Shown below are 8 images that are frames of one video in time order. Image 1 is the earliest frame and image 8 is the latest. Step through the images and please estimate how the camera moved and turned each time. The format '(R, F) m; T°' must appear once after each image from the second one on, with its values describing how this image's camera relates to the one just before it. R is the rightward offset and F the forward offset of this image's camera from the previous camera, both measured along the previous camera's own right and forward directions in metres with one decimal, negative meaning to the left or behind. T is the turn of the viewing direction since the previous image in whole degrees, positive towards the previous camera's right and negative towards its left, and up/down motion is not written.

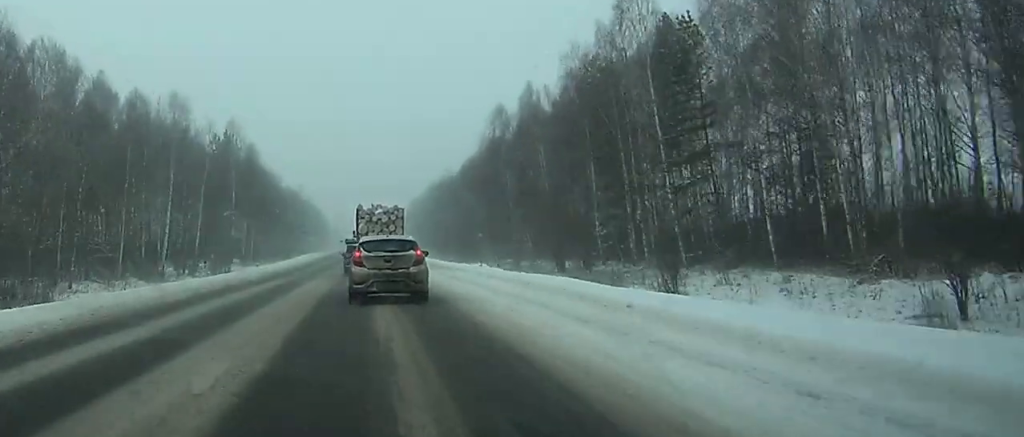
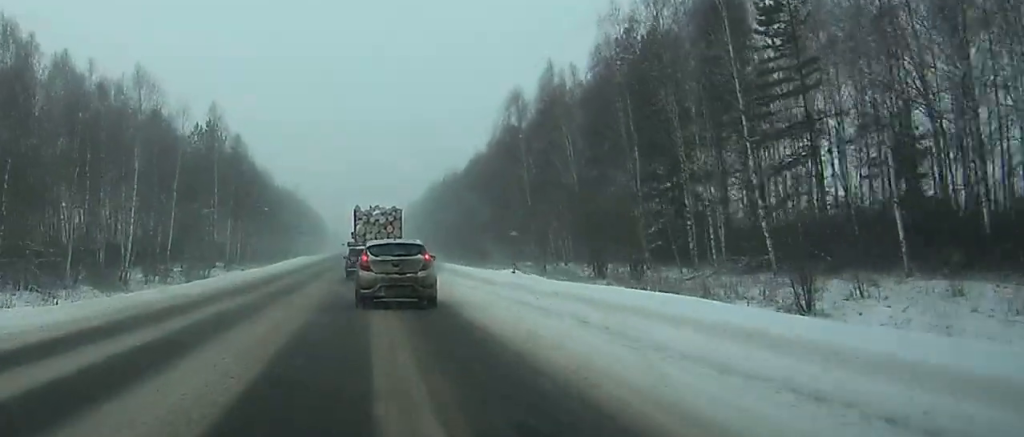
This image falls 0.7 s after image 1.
(-0.1, +13.8) m; 0°
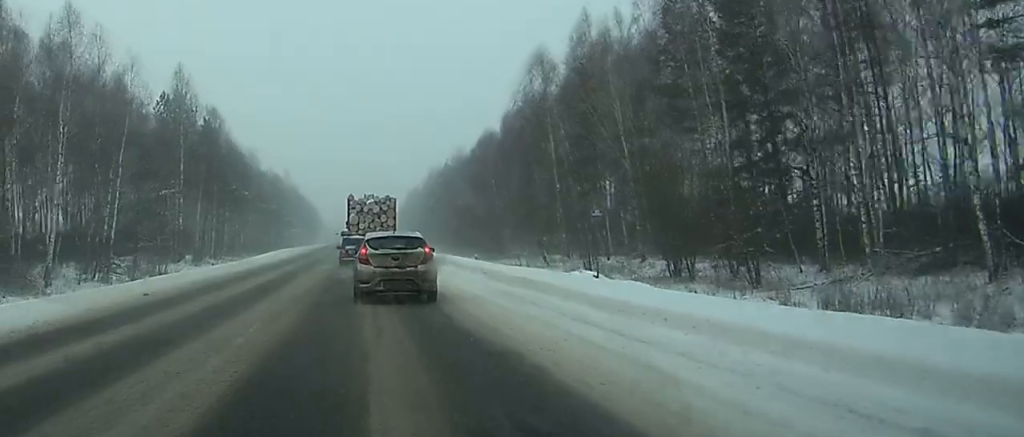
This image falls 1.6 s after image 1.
(+0.3, +20.9) m; +1°
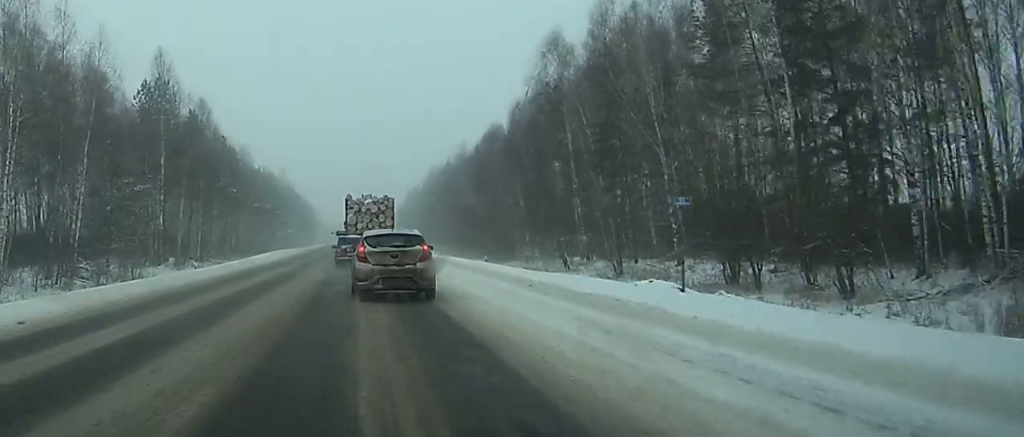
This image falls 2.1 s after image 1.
(0.0, +9.7) m; 0°
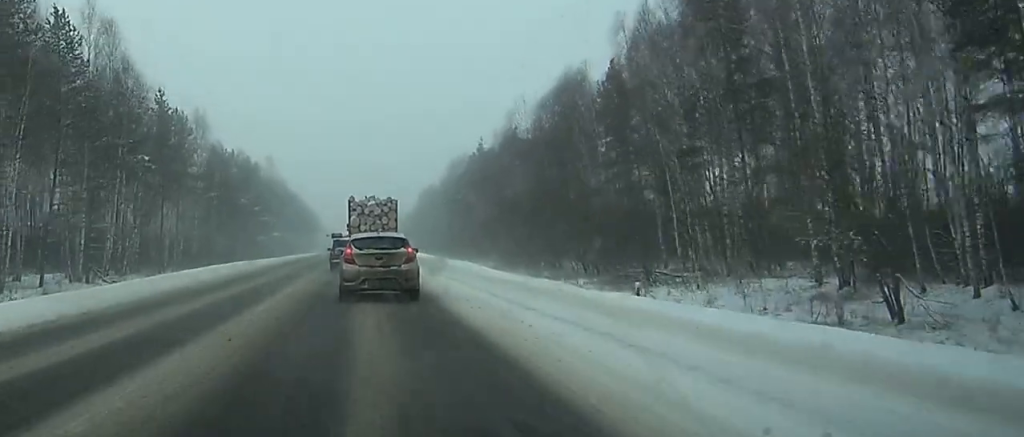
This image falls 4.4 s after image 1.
(+0.2, +49.3) m; 0°
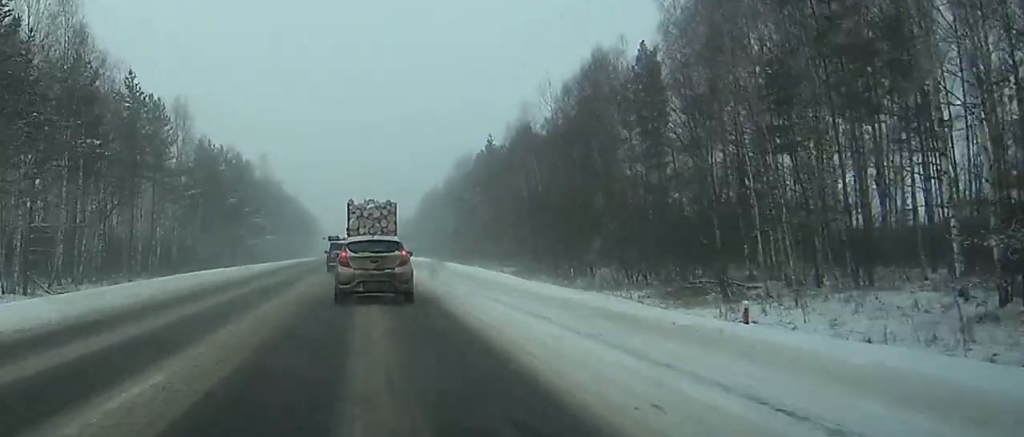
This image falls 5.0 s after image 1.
(0.0, +11.7) m; 0°
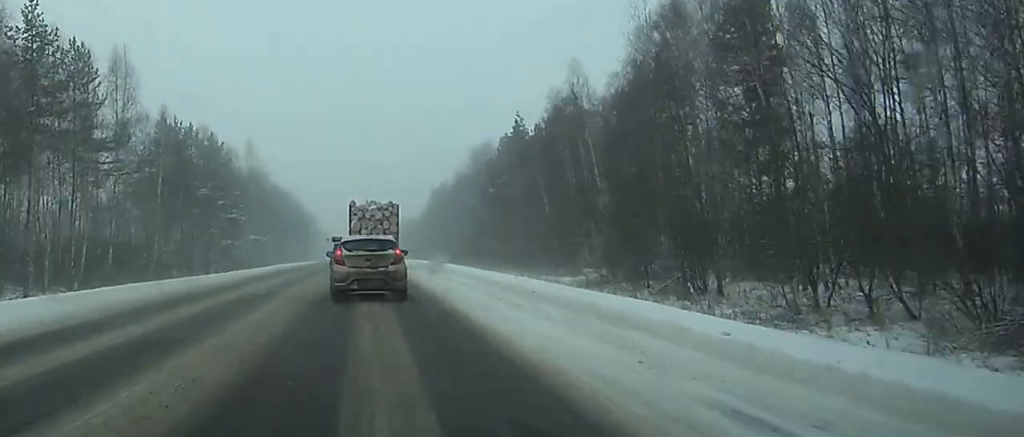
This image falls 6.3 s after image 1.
(0.0, +25.2) m; 0°
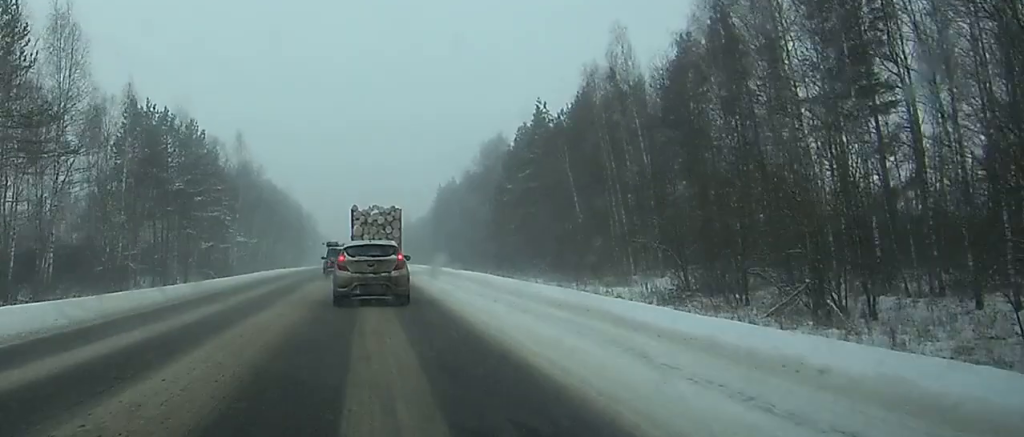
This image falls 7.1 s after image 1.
(0.0, +14.5) m; -1°
